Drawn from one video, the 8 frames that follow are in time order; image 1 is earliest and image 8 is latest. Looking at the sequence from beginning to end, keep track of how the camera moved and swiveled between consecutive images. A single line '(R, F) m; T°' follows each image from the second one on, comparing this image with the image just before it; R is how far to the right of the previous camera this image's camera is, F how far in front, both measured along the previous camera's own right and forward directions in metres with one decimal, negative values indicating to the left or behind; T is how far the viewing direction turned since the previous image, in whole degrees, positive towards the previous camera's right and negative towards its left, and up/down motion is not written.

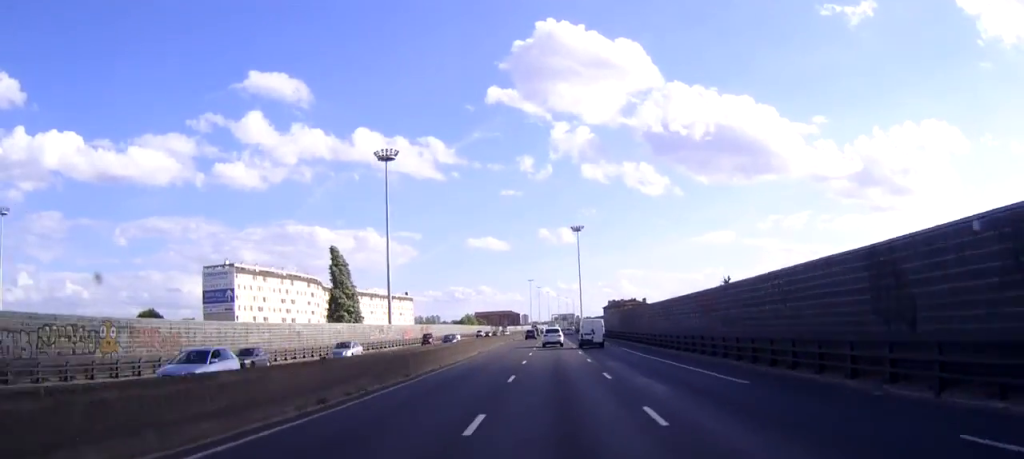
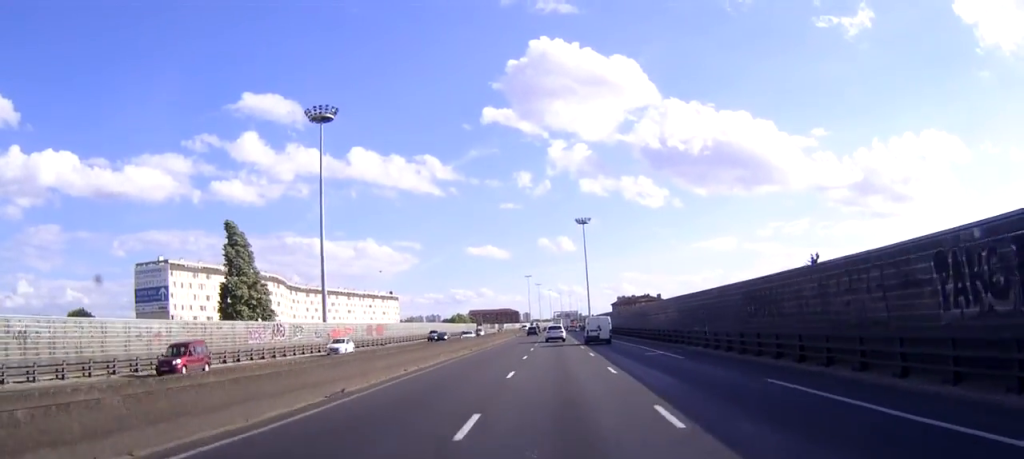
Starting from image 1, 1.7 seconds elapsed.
(0.0, +40.5) m; 0°
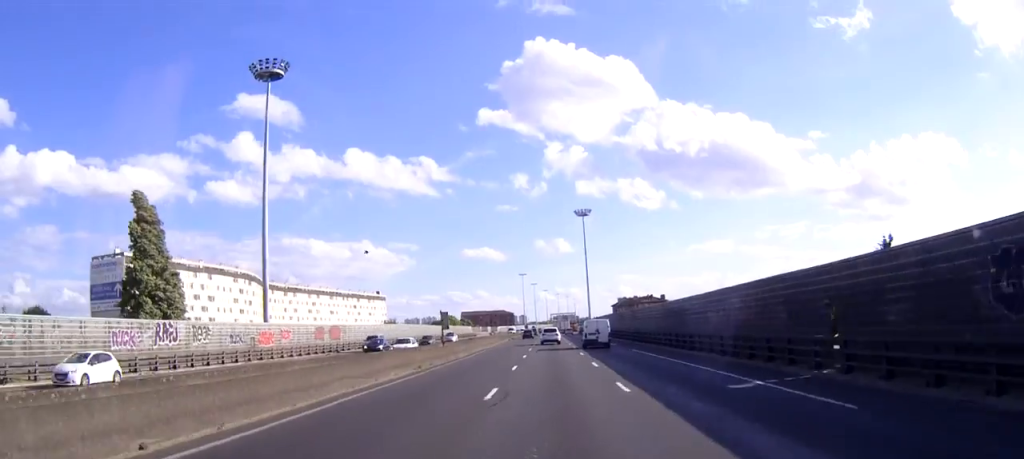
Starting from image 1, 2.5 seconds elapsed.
(0.0, +19.4) m; 0°
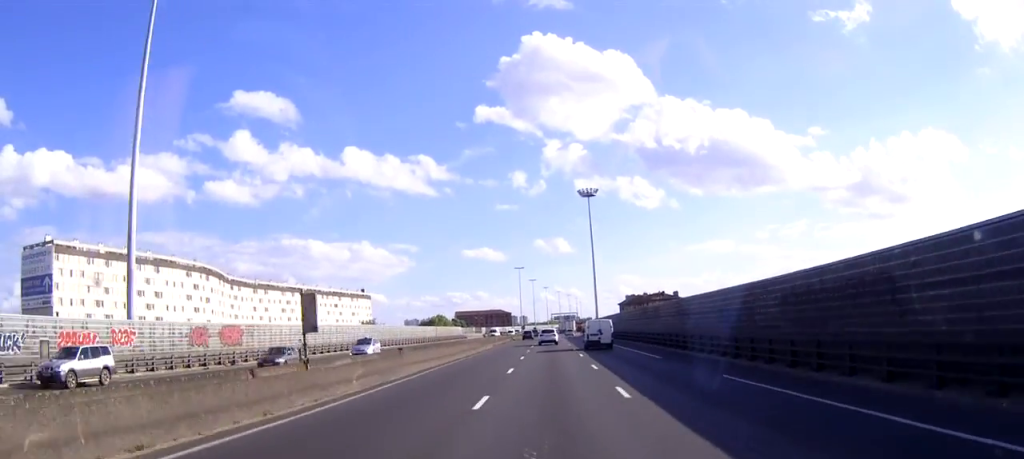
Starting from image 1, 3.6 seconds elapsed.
(0.0, +27.4) m; 0°
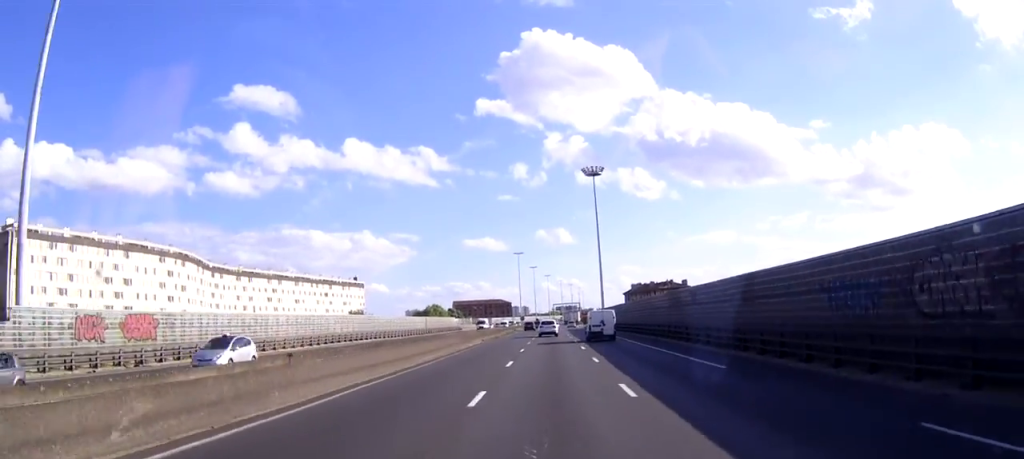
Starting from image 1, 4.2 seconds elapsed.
(0.0, +13.6) m; 0°
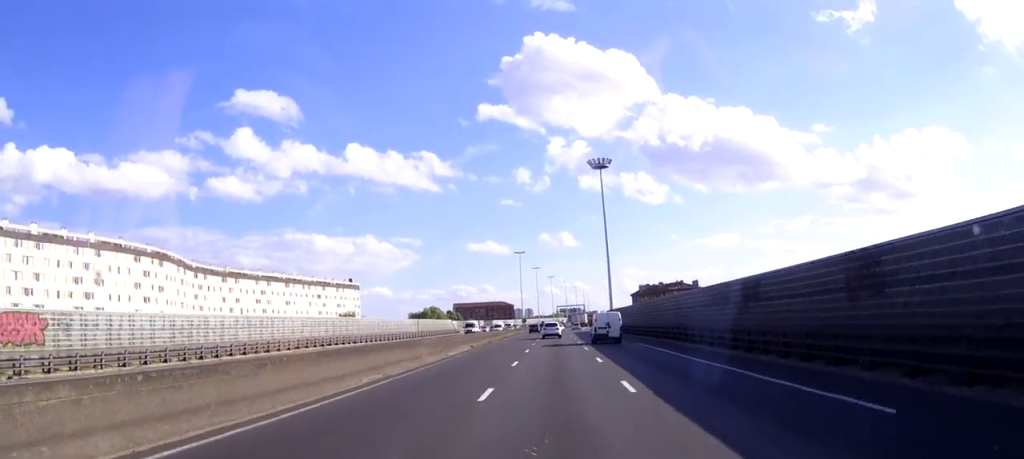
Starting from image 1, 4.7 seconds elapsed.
(0.0, +12.0) m; 0°
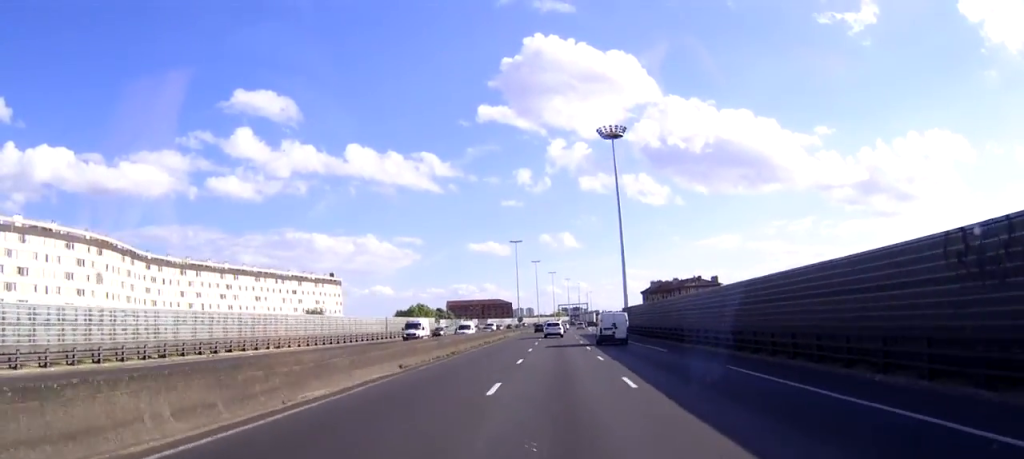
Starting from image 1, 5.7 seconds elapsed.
(-0.1, +24.7) m; 0°
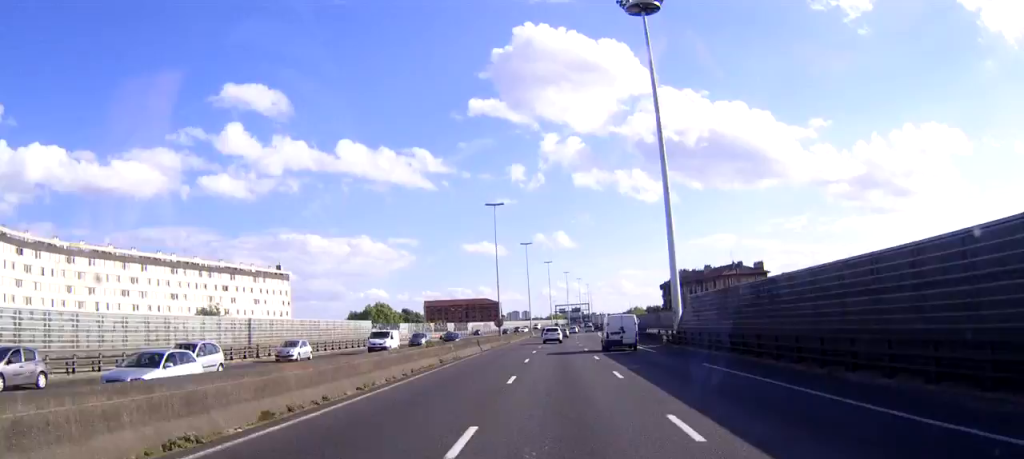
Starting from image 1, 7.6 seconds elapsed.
(0.0, +46.2) m; 0°
